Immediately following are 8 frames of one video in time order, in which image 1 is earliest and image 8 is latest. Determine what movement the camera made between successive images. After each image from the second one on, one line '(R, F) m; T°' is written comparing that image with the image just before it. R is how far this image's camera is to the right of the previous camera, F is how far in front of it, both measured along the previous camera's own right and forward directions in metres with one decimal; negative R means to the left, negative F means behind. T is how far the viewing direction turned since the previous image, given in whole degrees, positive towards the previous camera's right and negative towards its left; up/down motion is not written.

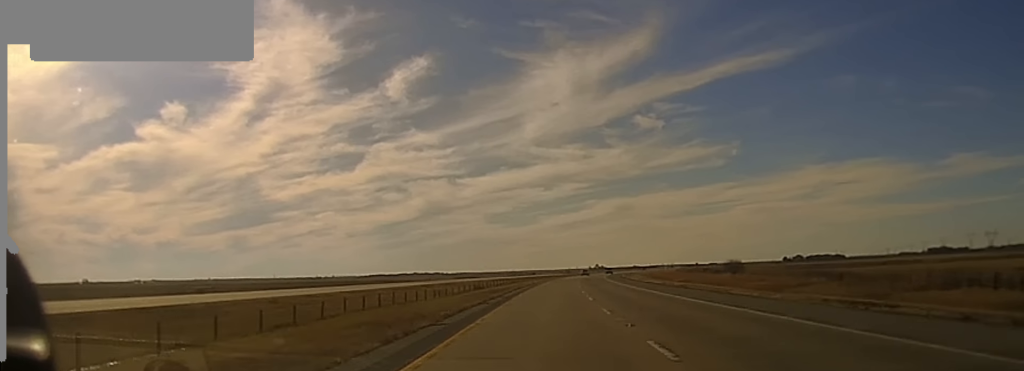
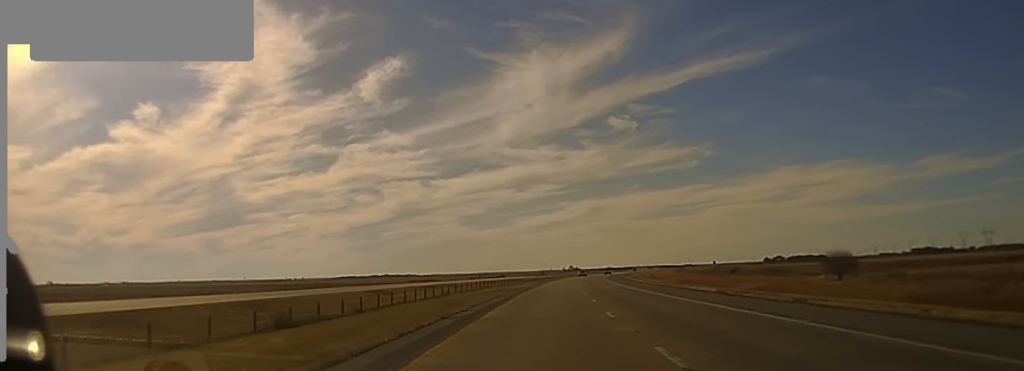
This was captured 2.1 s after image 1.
(+1.3, +74.8) m; +2°
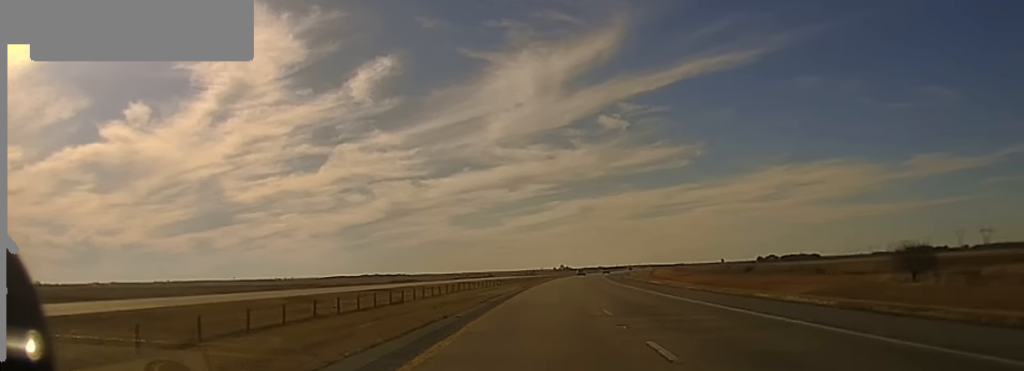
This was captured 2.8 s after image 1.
(+0.1, +21.0) m; 0°
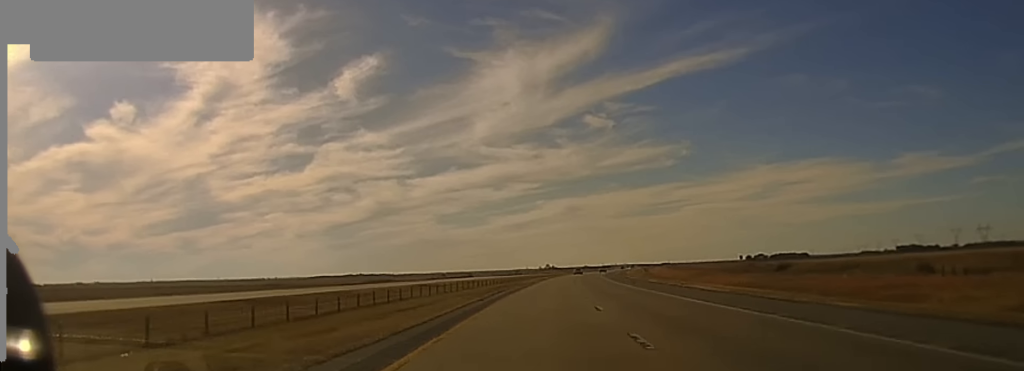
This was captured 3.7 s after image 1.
(+0.2, +28.0) m; +1°
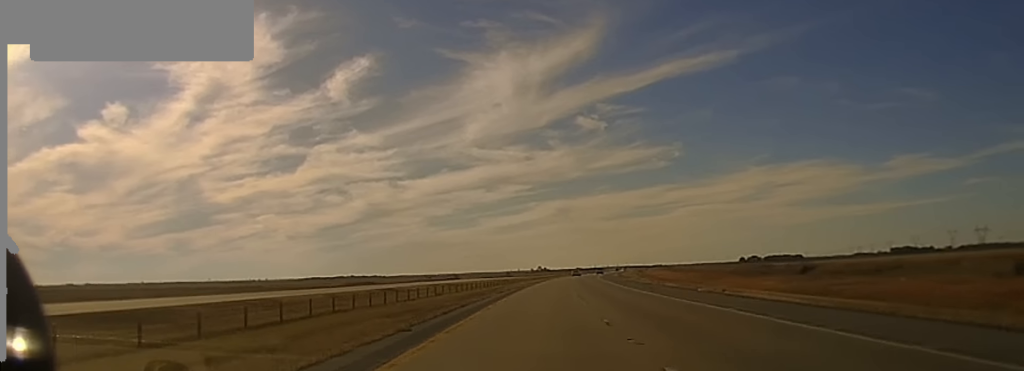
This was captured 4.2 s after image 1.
(0.0, +16.6) m; +1°
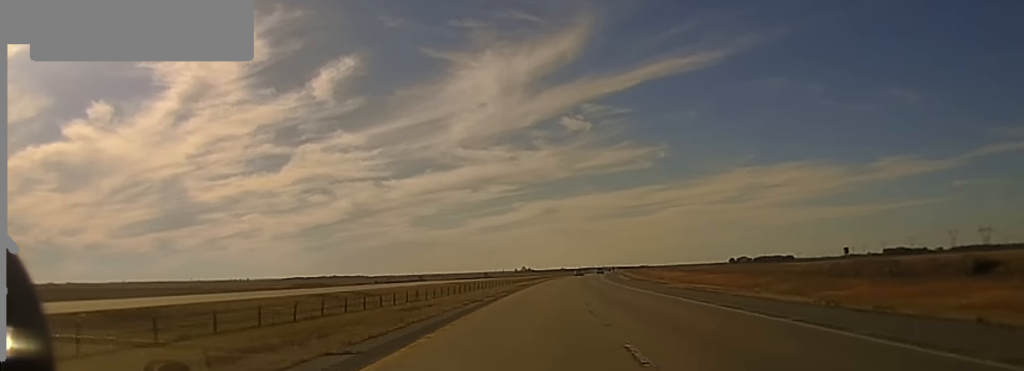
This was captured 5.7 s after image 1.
(+0.6, +55.0) m; +1°
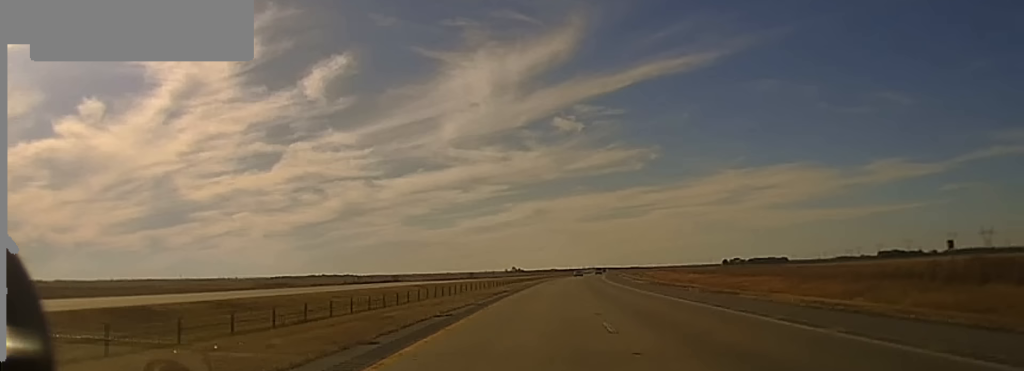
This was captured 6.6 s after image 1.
(+0.1, +34.4) m; +1°
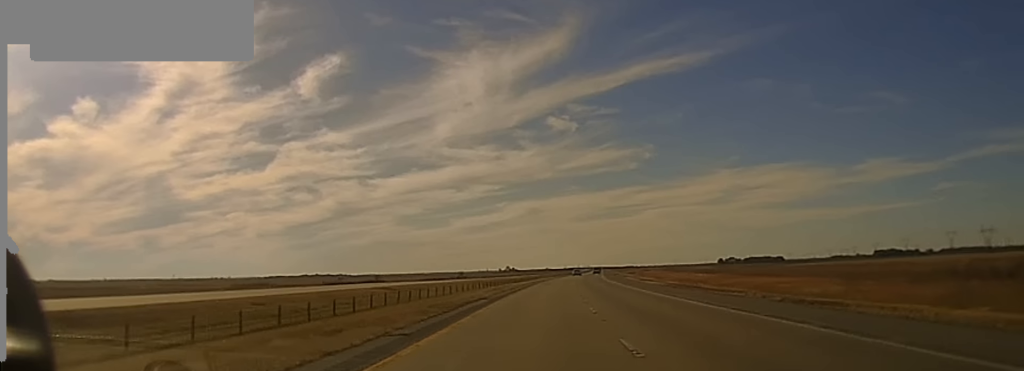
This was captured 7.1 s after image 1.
(0.0, +20.9) m; 0°
